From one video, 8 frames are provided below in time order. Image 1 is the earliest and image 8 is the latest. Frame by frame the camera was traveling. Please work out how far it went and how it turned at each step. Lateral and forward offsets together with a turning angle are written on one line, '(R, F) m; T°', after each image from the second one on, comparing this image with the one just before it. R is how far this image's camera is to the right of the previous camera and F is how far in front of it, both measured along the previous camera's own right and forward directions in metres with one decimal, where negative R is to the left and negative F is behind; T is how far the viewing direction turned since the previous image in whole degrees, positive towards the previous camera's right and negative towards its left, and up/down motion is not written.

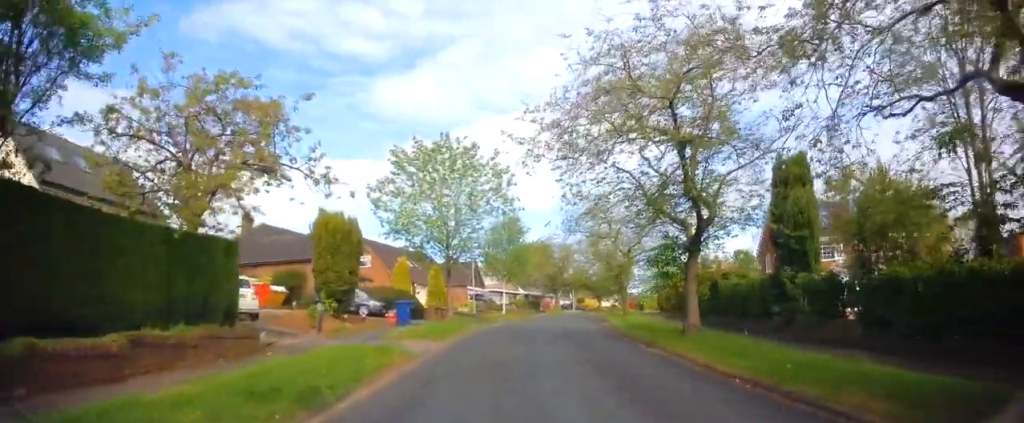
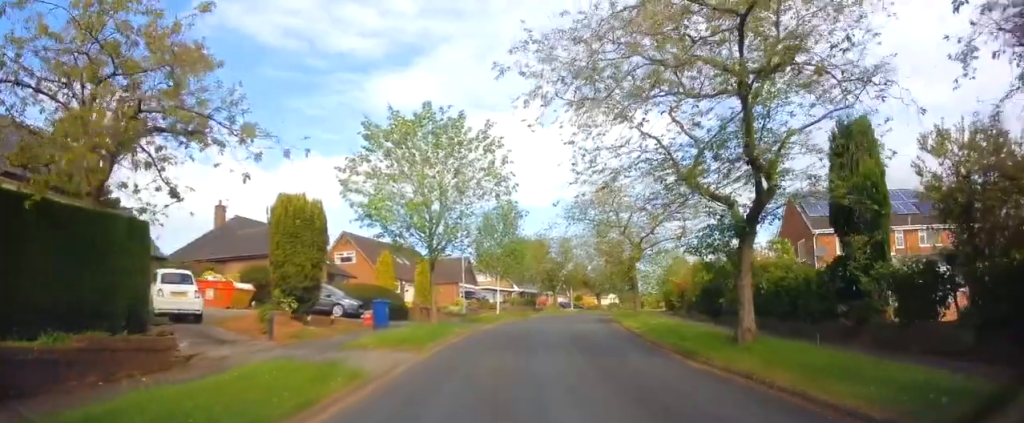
(-0.2, +3.5) m; -3°
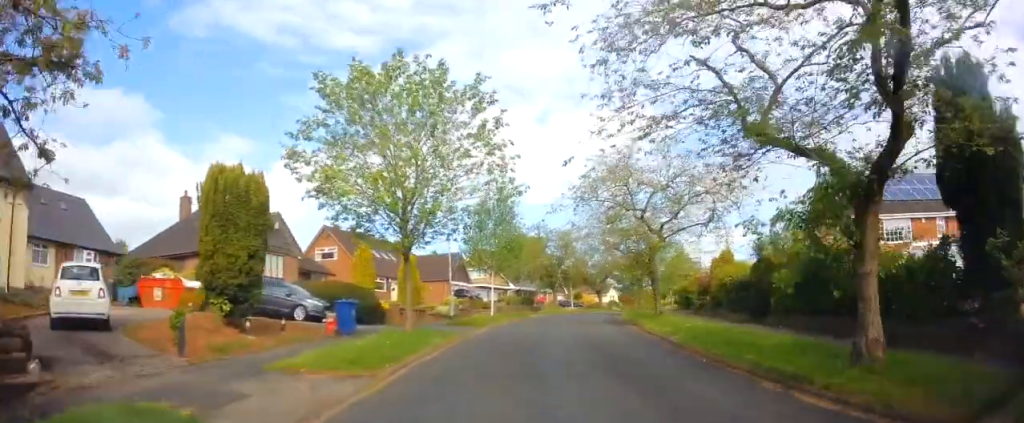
(-0.1, +4.0) m; 0°
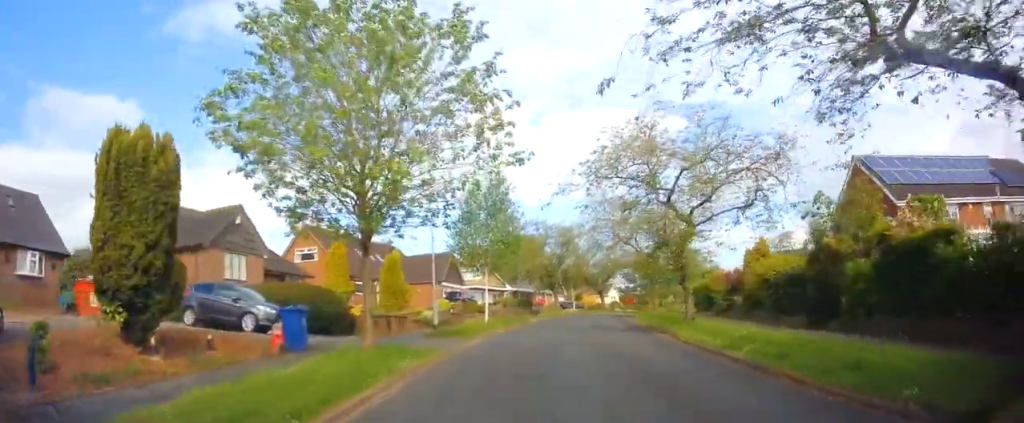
(-0.1, +3.9) m; +2°
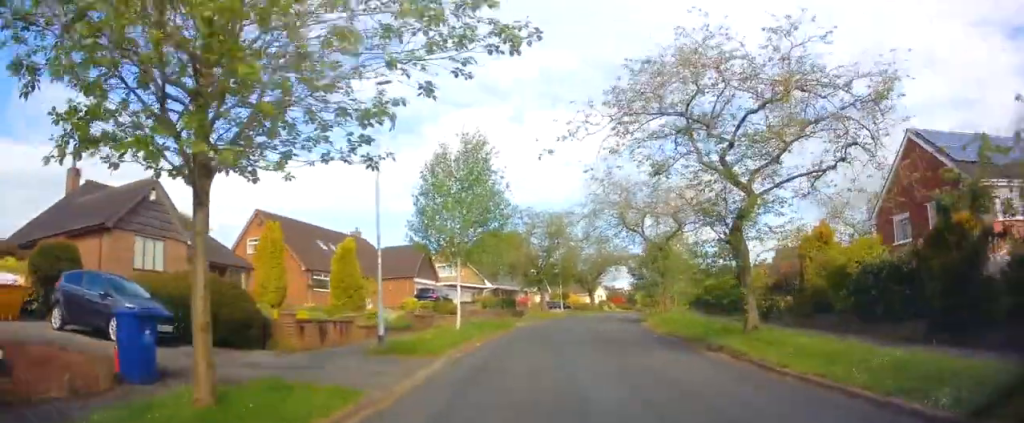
(+0.4, +5.6) m; +5°
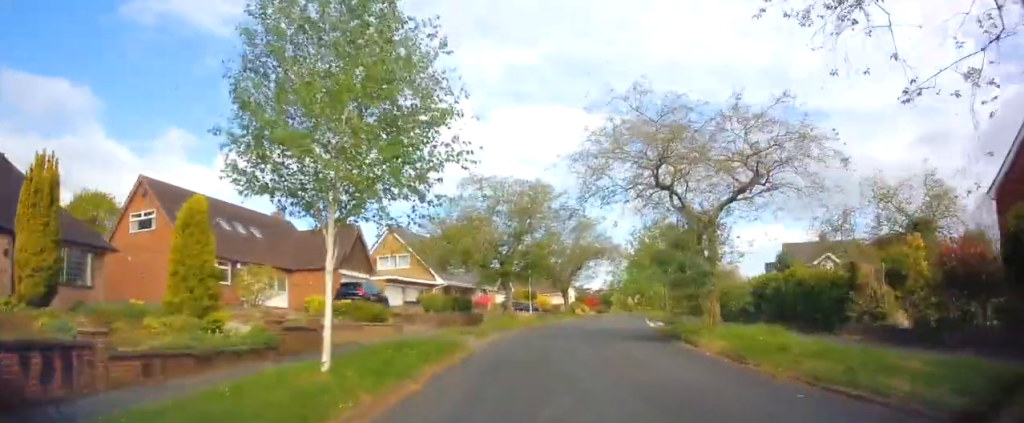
(+0.6, +10.1) m; +6°
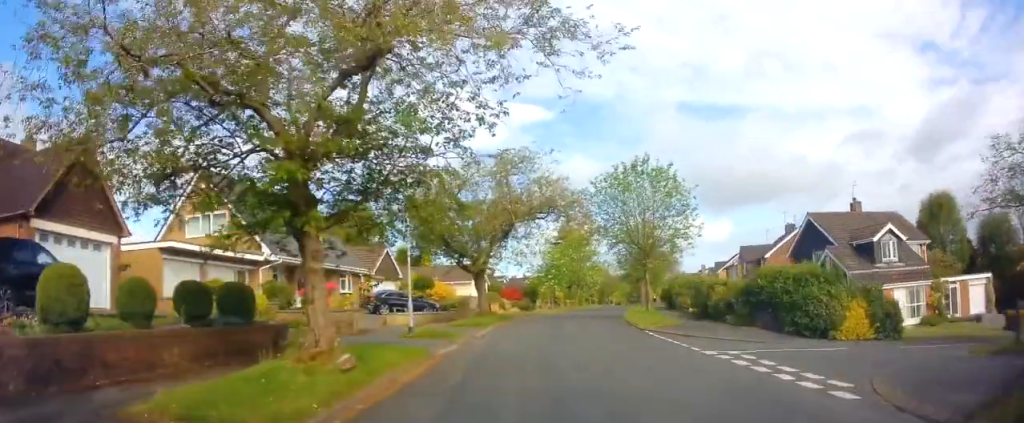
(+1.2, +19.2) m; +8°
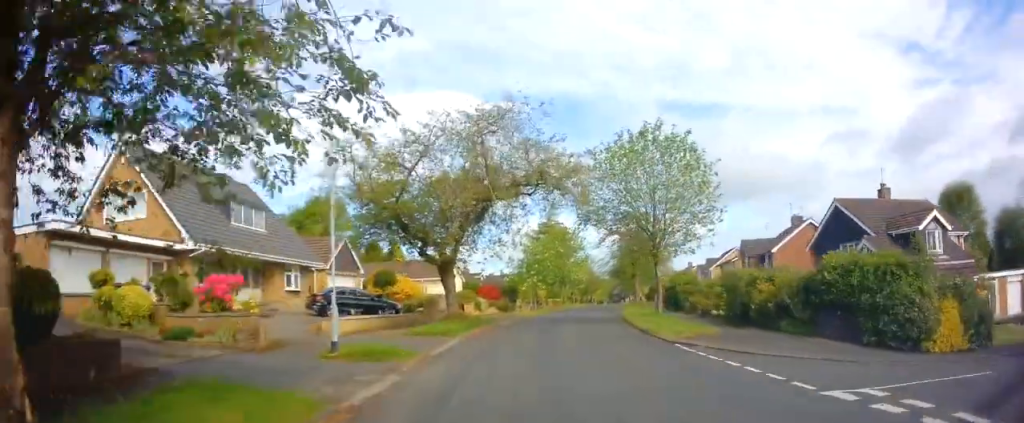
(+0.2, +5.6) m; +2°
